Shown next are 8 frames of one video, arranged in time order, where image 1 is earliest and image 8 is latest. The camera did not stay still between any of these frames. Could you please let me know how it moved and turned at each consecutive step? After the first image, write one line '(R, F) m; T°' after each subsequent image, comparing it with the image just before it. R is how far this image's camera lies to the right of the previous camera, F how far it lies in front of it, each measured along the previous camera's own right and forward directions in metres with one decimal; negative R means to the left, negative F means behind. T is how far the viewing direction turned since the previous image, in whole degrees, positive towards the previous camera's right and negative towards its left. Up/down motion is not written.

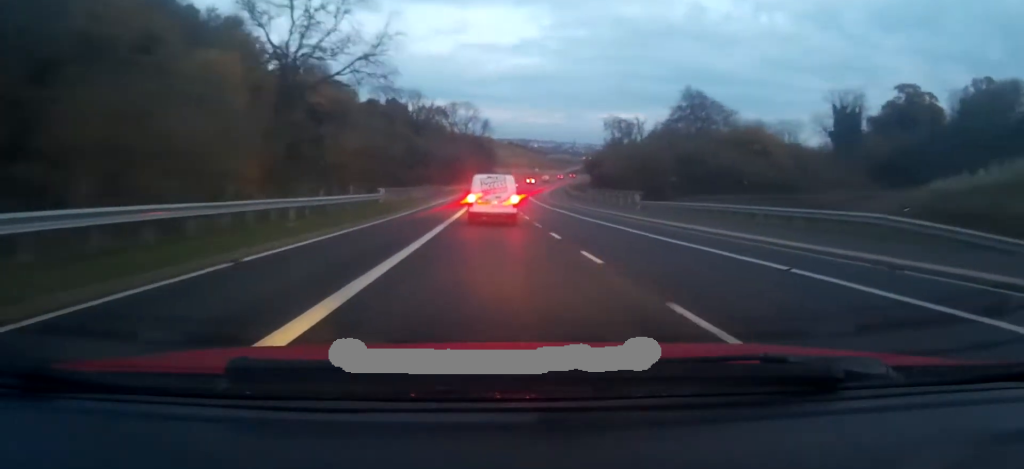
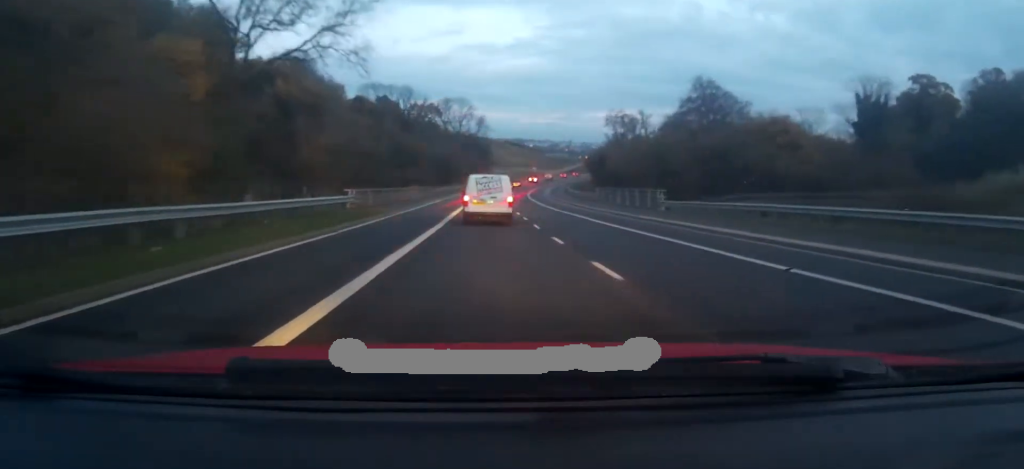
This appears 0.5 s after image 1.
(0.0, +8.0) m; 0°
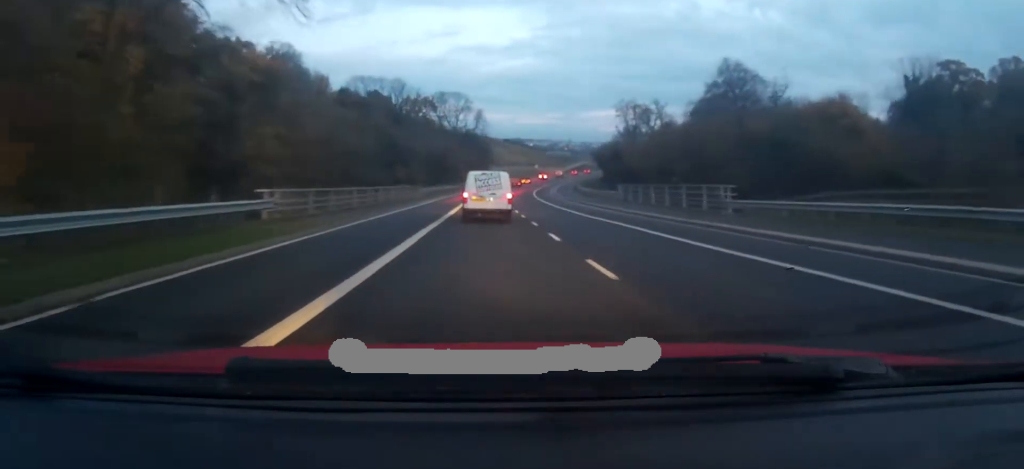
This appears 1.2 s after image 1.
(0.0, +12.2) m; 0°
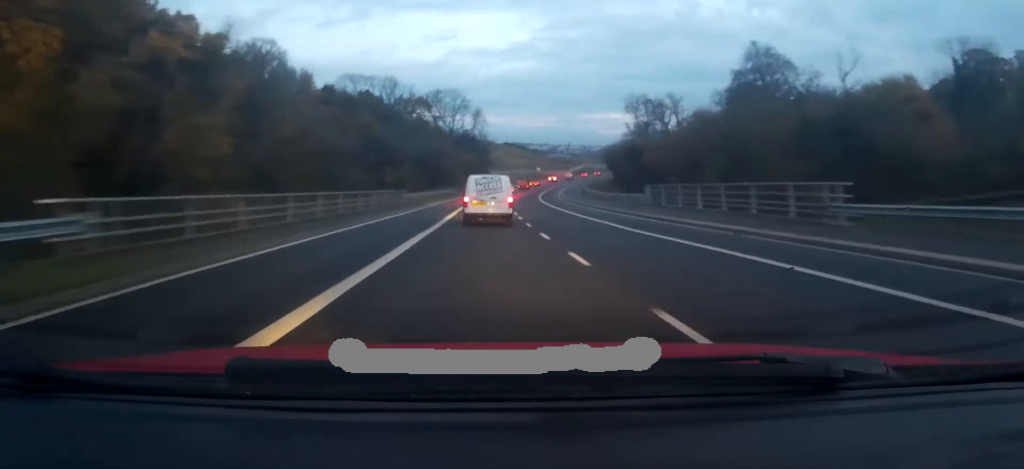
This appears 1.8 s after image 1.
(0.0, +10.5) m; 0°
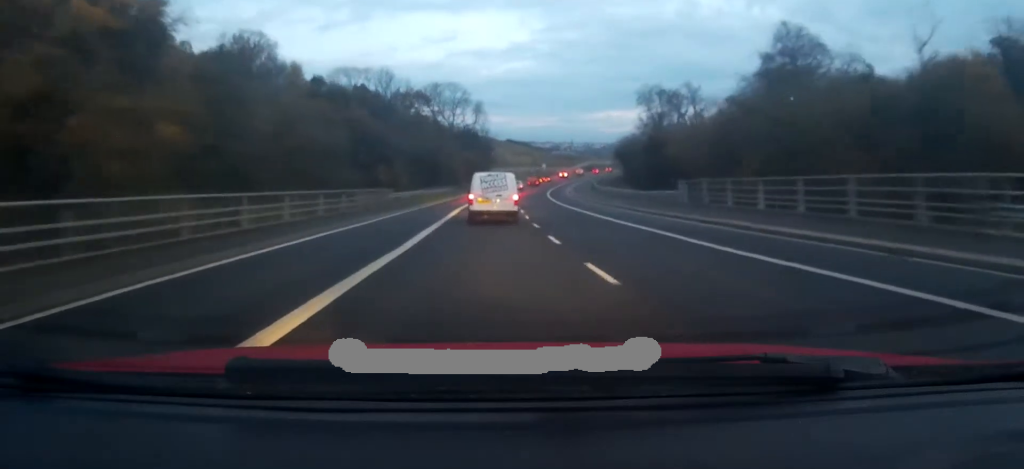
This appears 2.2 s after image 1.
(0.0, +8.2) m; 0°
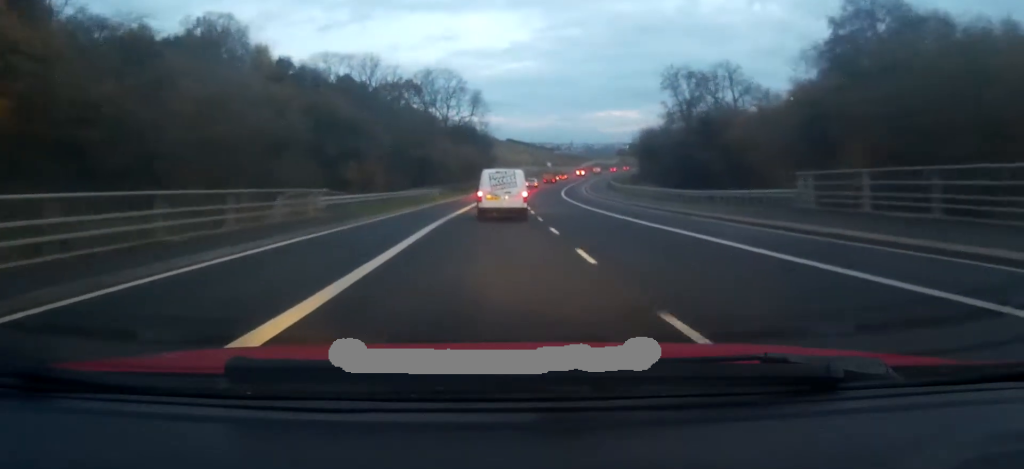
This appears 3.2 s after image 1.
(-0.1, +16.4) m; 0°
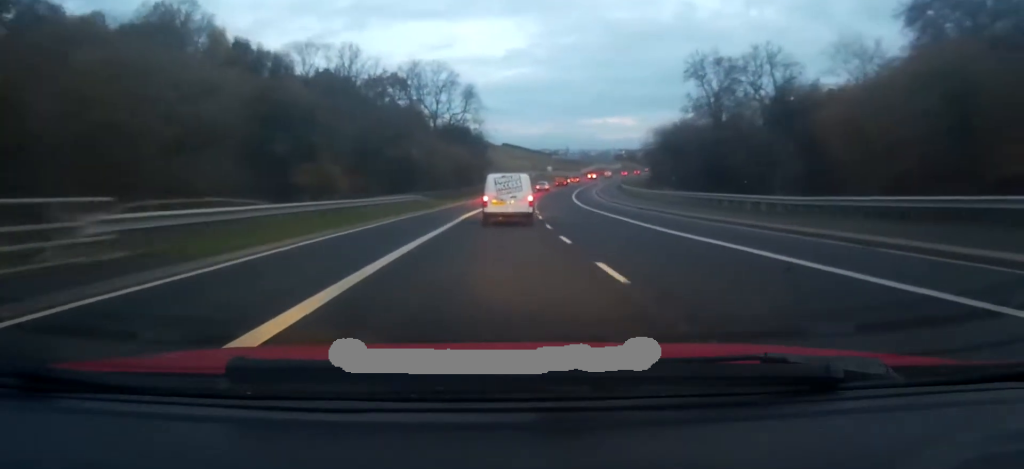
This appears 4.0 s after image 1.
(0.0, +14.1) m; +1°
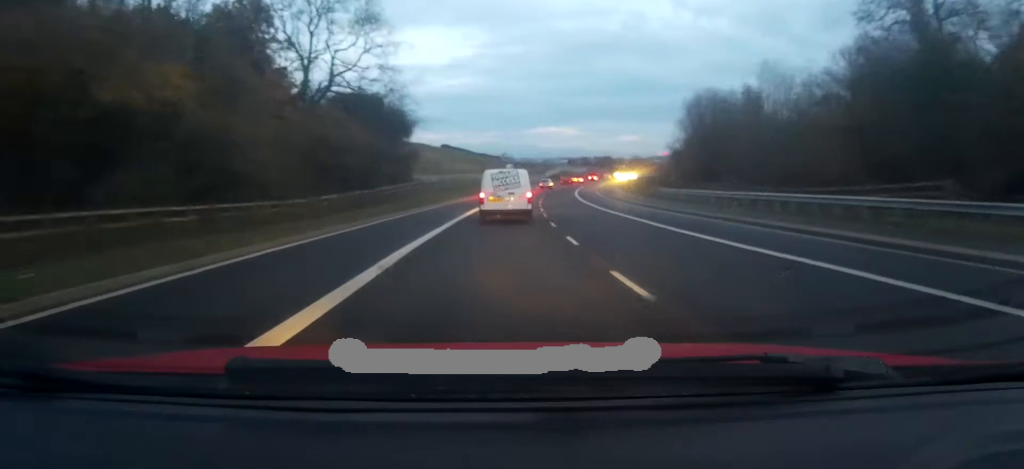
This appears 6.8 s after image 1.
(+2.1, +49.5) m; +6°
